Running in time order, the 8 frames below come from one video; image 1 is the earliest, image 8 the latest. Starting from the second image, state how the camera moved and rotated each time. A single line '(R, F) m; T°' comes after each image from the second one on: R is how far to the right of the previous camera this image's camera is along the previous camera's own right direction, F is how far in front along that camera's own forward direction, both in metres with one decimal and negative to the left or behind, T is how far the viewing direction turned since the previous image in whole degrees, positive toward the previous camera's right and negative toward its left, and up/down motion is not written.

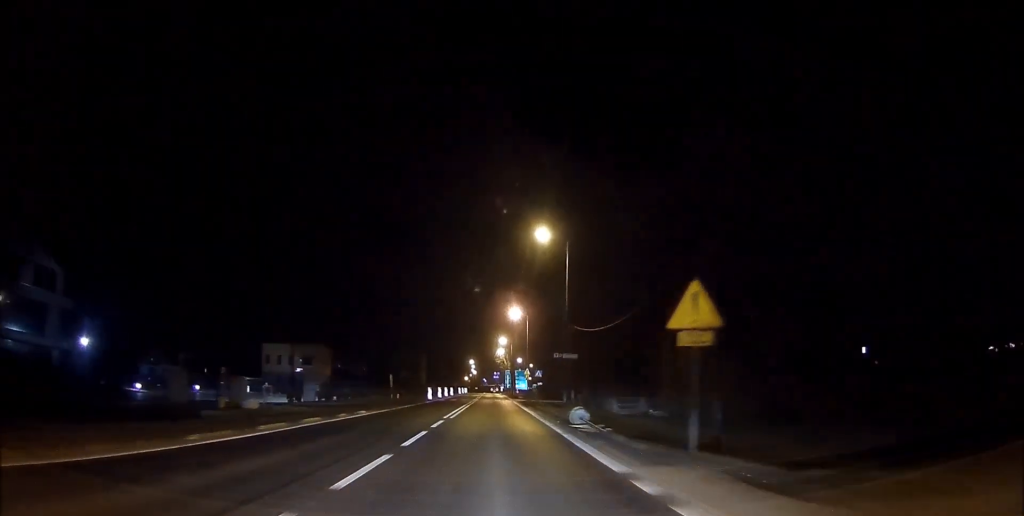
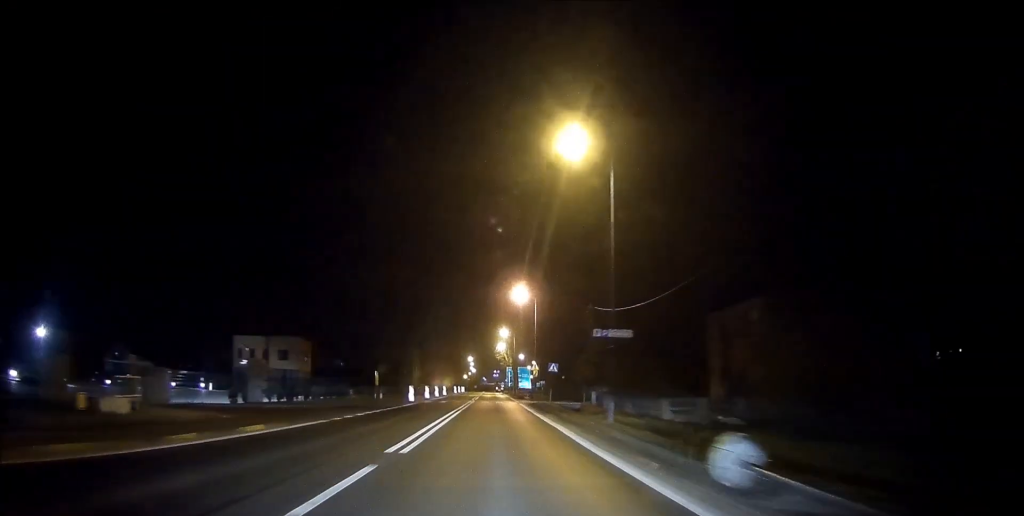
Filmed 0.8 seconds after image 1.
(-0.3, +13.8) m; -1°
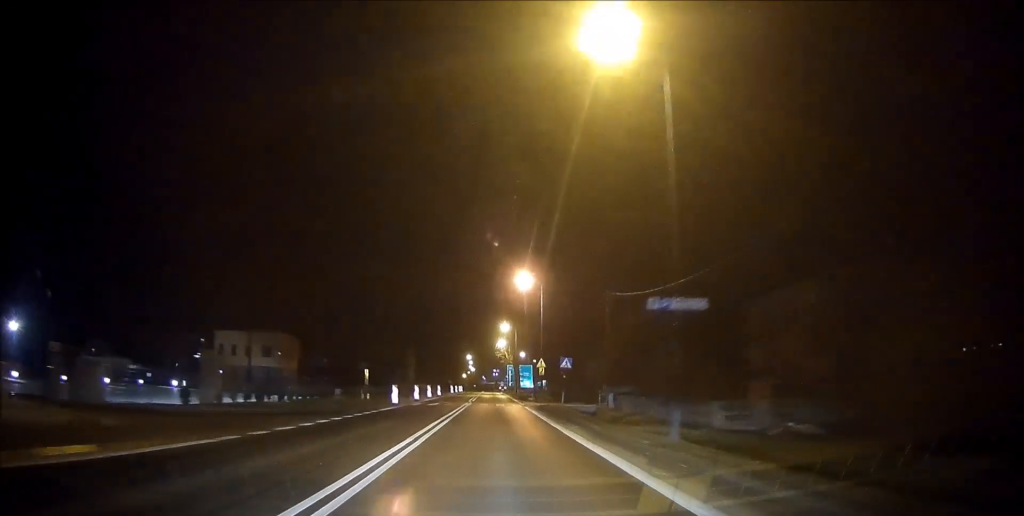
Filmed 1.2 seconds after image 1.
(+0.1, +7.8) m; 0°
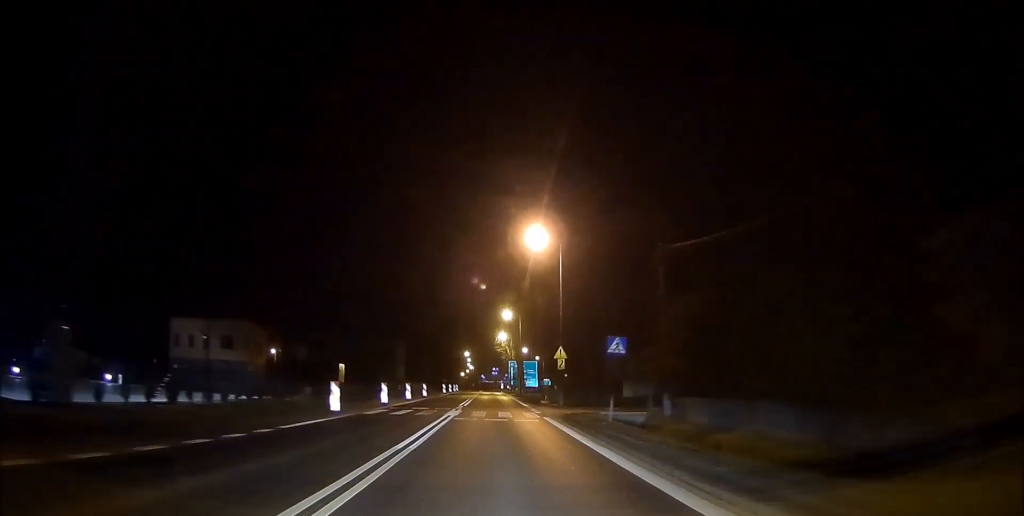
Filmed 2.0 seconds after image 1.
(+0.1, +15.0) m; 0°
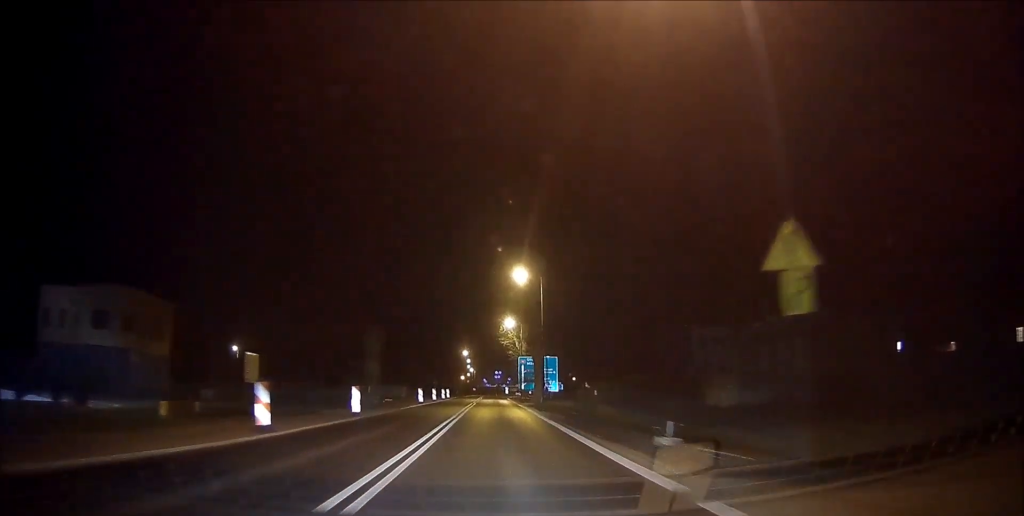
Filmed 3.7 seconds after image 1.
(-0.2, +29.9) m; 0°
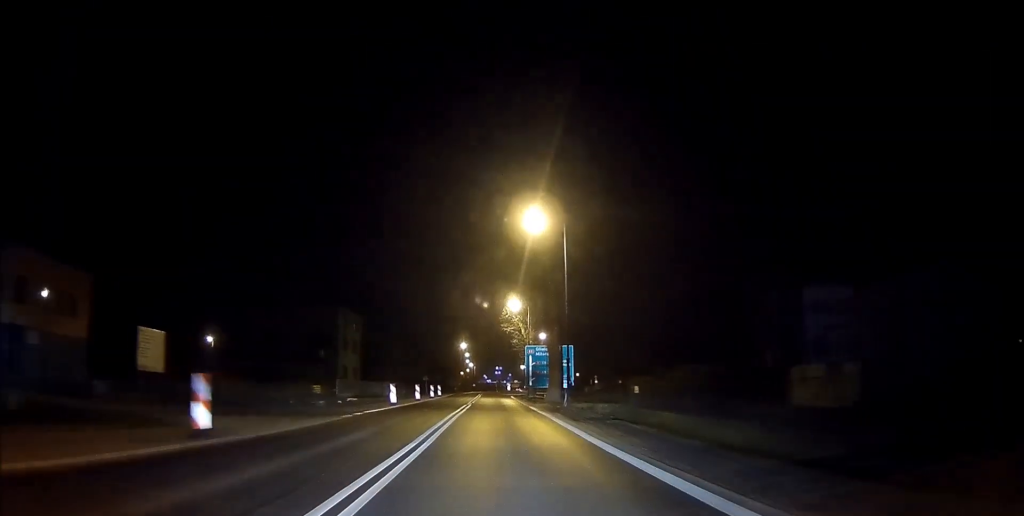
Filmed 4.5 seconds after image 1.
(0.0, +14.3) m; 0°
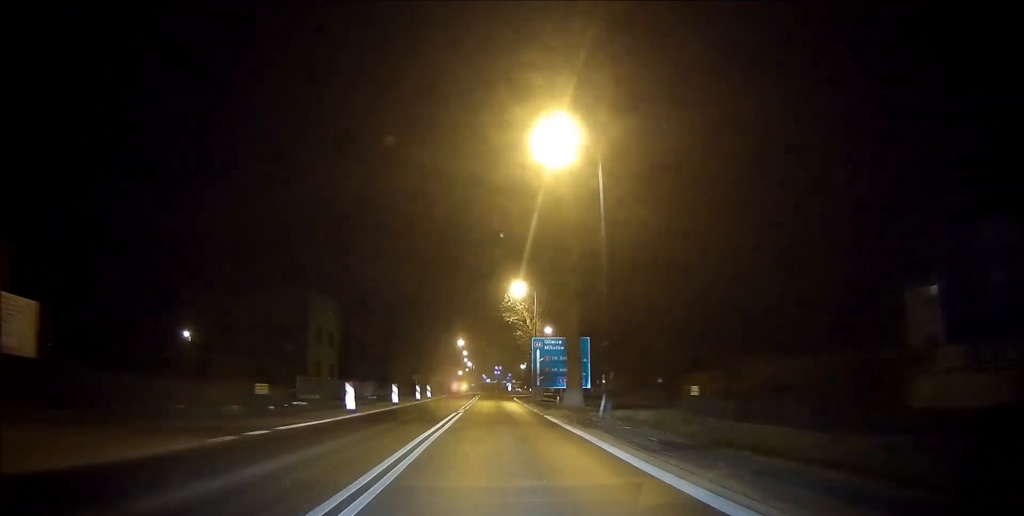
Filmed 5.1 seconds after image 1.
(0.0, +11.3) m; 0°
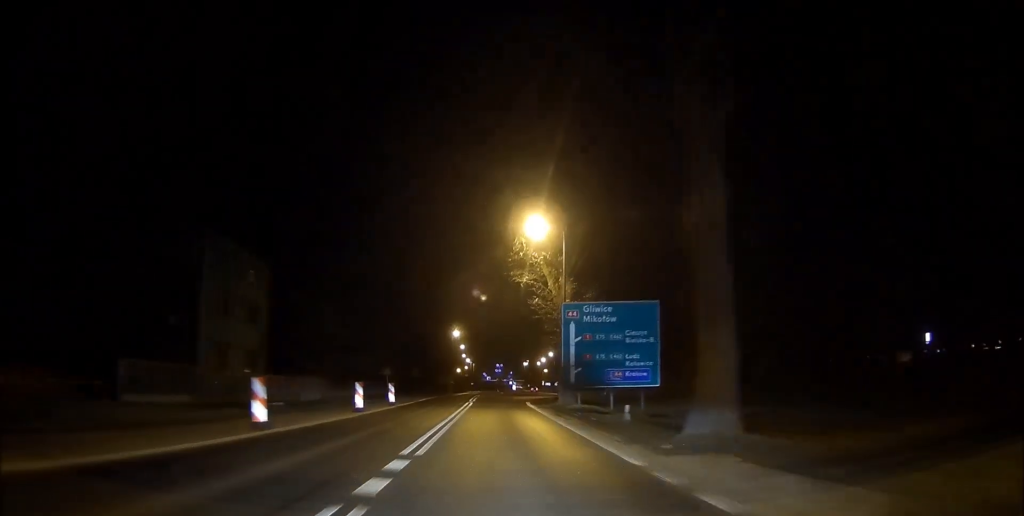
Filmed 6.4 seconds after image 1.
(0.0, +22.6) m; 0°
